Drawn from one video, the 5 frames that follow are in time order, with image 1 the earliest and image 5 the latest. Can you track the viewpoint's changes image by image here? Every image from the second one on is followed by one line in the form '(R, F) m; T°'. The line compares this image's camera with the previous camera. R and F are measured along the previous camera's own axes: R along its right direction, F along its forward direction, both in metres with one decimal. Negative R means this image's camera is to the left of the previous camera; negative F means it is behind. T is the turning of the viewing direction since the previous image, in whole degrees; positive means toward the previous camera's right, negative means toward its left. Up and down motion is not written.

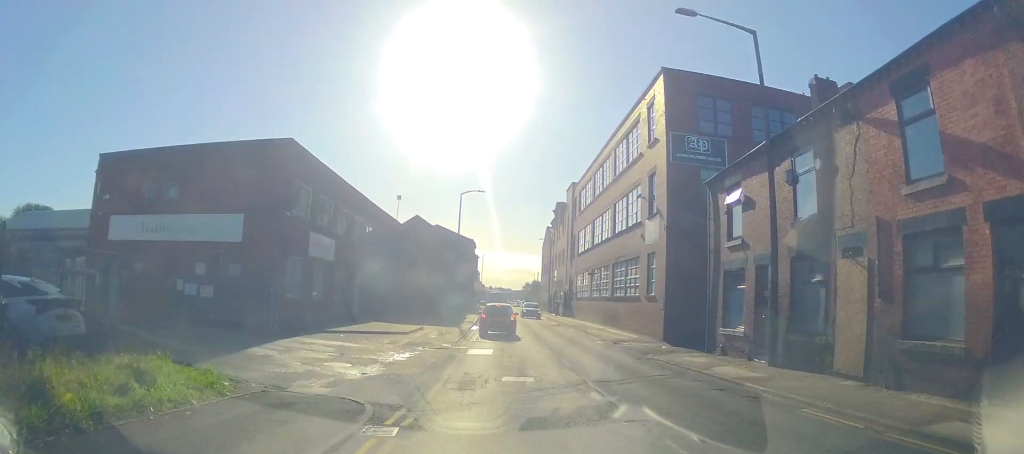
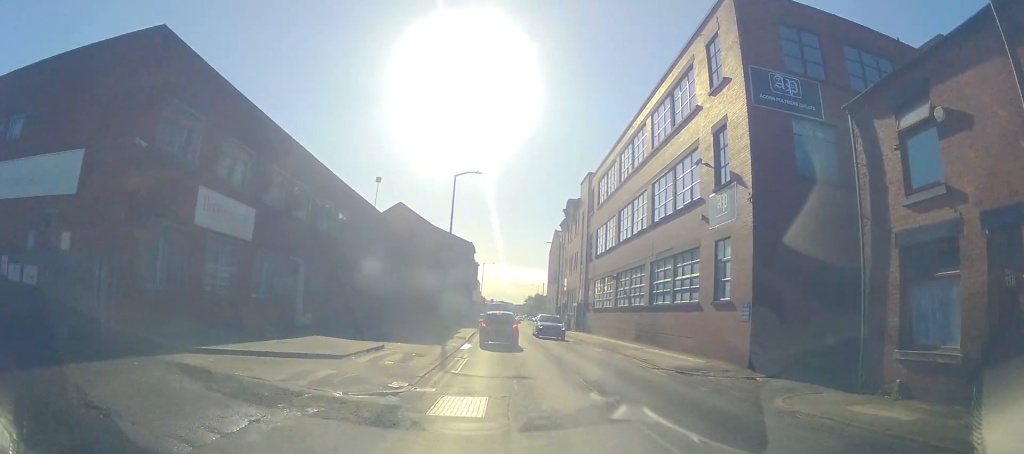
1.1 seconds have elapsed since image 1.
(-0.1, +9.5) m; +2°
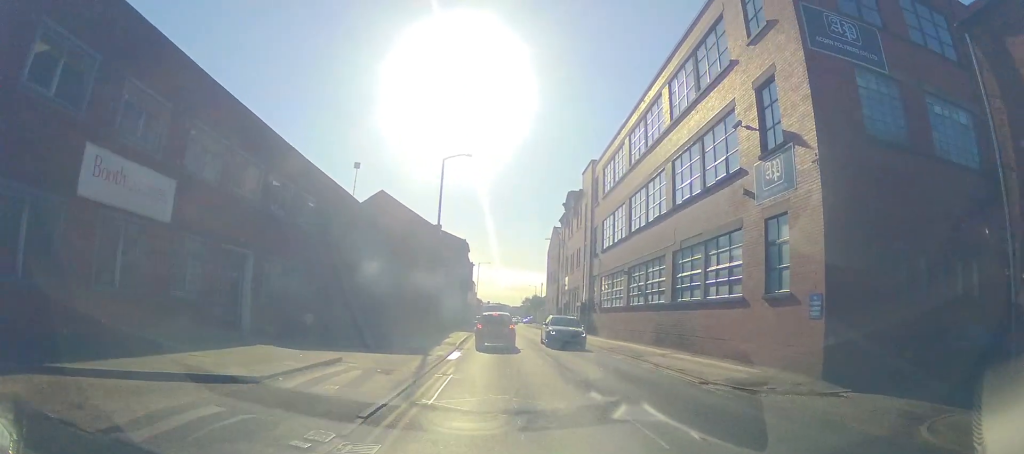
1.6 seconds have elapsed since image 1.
(+0.1, +4.6) m; +1°
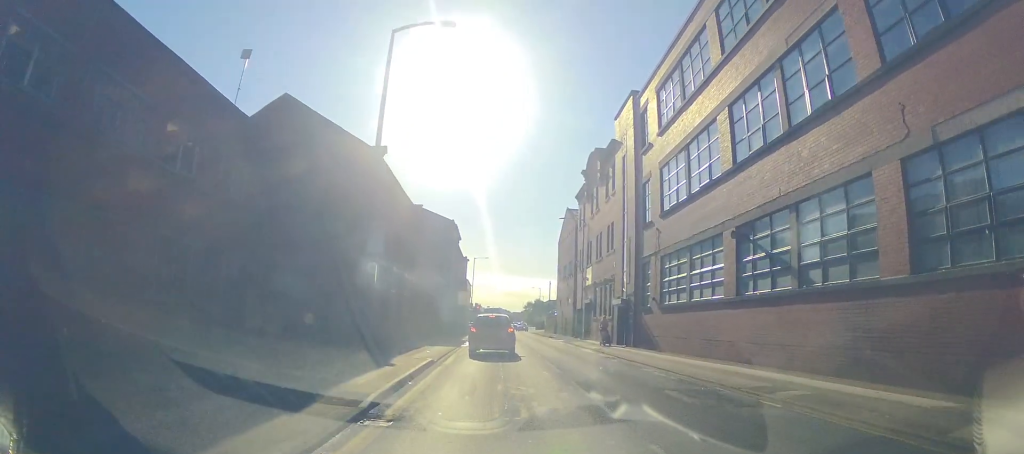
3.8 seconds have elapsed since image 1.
(-0.1, +15.5) m; -2°
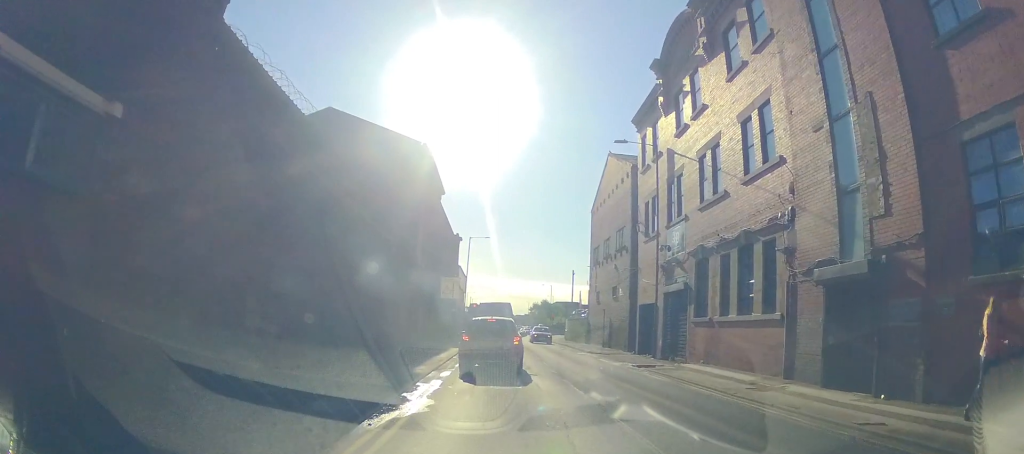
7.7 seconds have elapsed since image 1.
(-0.6, +21.1) m; -4°
